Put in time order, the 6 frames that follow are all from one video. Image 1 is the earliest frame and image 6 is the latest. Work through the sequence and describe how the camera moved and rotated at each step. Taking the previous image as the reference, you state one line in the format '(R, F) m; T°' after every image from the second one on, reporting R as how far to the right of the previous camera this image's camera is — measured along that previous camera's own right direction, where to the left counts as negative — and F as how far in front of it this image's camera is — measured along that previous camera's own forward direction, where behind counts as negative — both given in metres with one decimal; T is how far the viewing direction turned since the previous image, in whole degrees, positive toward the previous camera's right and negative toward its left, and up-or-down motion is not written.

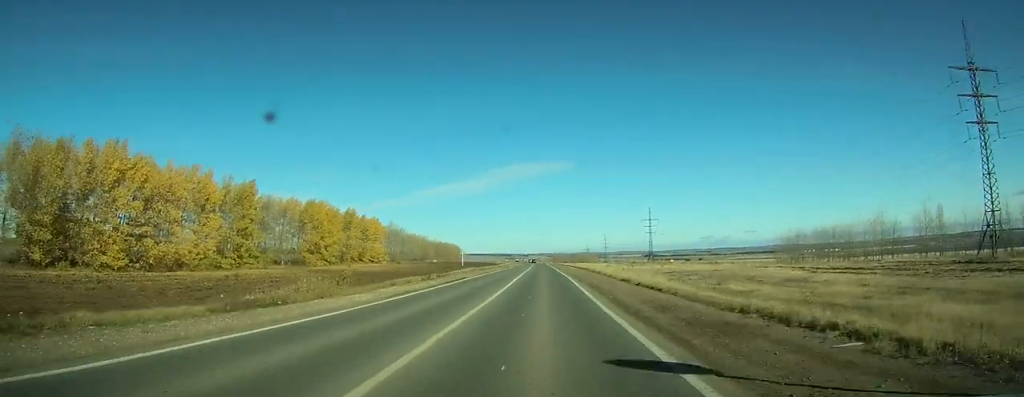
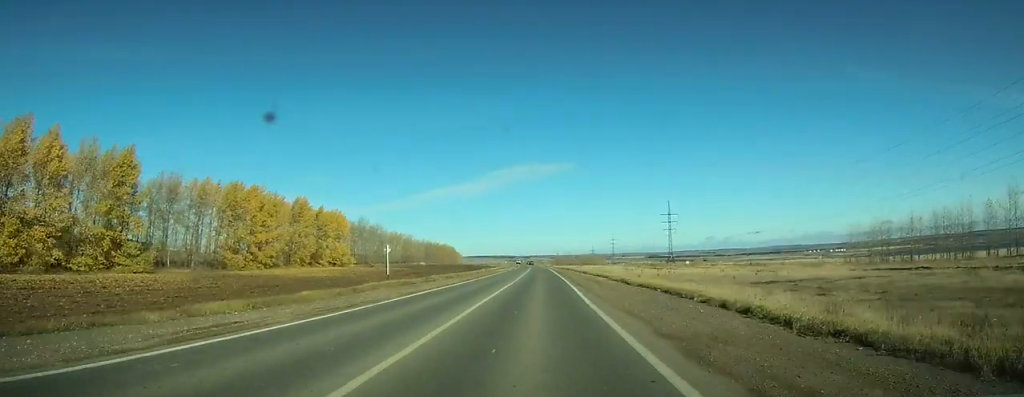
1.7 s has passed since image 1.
(0.0, +41.4) m; 0°
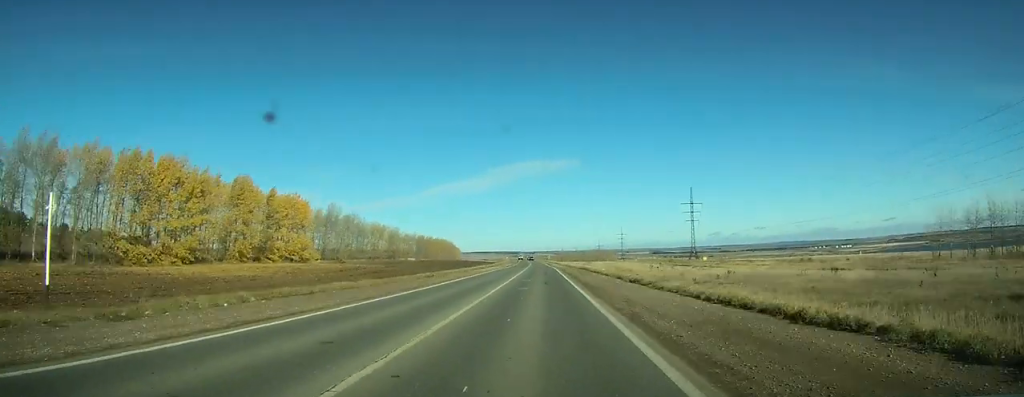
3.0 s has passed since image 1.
(-0.1, +32.0) m; 0°
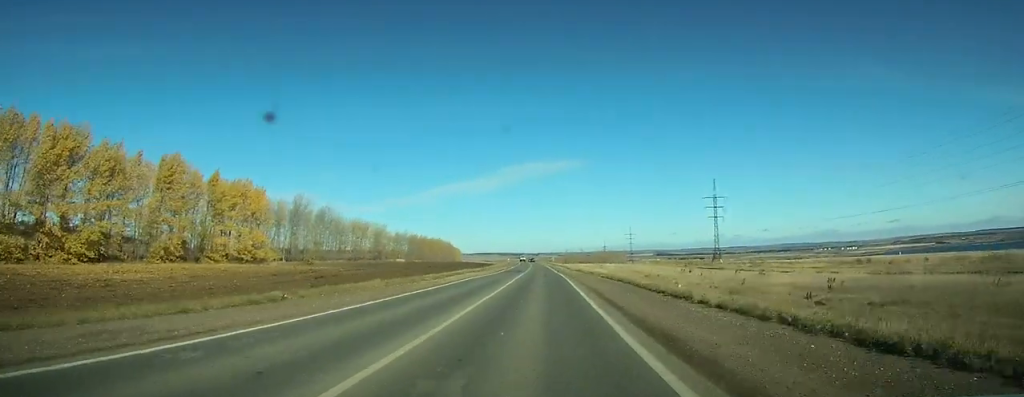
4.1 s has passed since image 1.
(0.0, +24.7) m; 0°
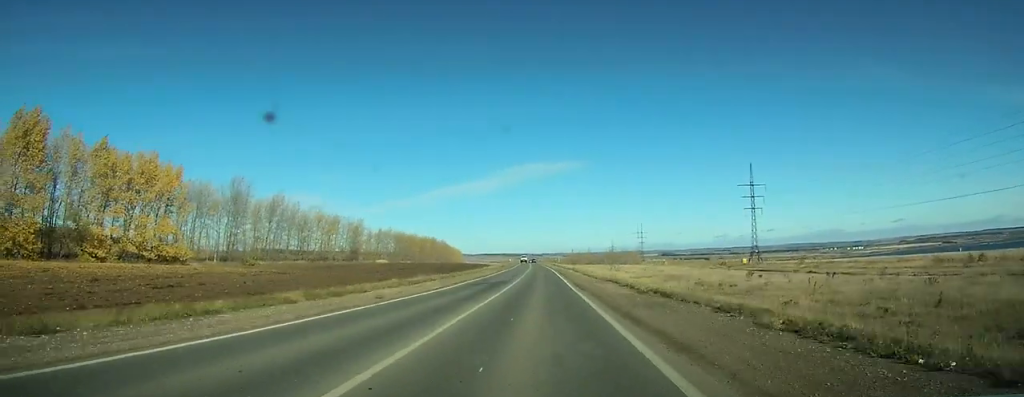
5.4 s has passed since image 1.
(-0.1, +30.7) m; -1°
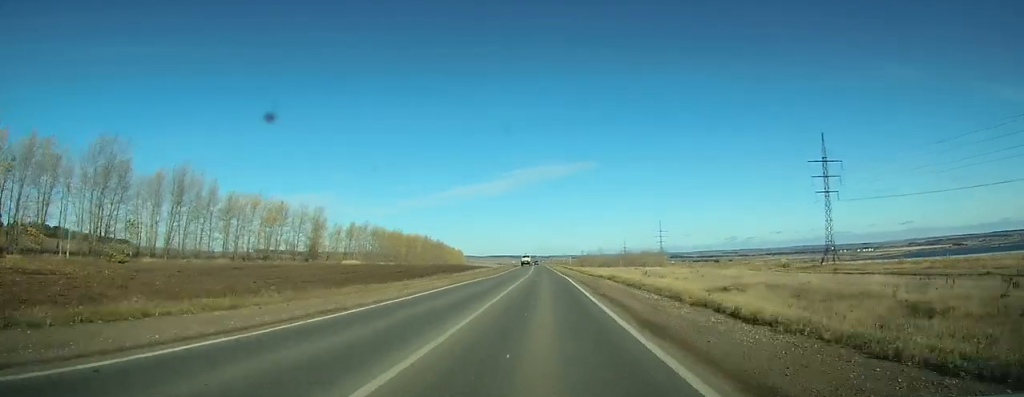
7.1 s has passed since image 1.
(-0.4, +38.7) m; -1°
